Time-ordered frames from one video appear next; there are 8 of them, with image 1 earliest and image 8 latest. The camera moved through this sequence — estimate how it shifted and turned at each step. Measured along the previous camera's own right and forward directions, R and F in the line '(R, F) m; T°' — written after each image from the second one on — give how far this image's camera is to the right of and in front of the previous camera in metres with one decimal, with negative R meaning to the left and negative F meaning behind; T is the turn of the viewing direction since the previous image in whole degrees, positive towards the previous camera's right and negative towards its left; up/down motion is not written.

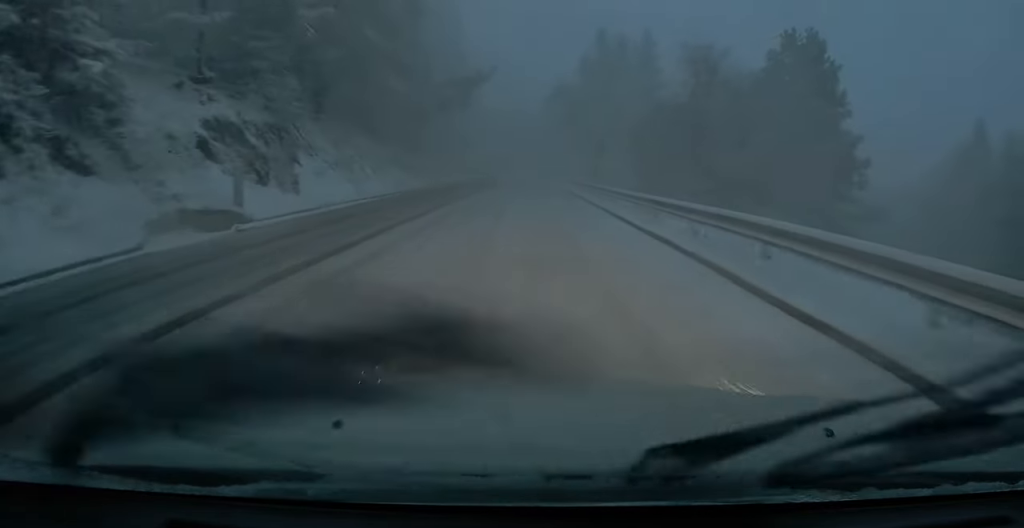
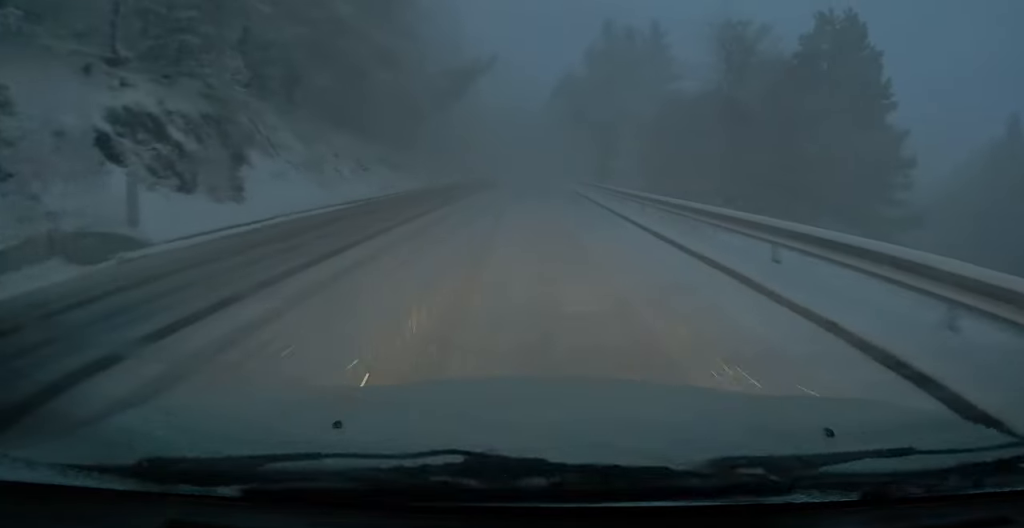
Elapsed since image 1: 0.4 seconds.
(0.0, +4.5) m; +1°
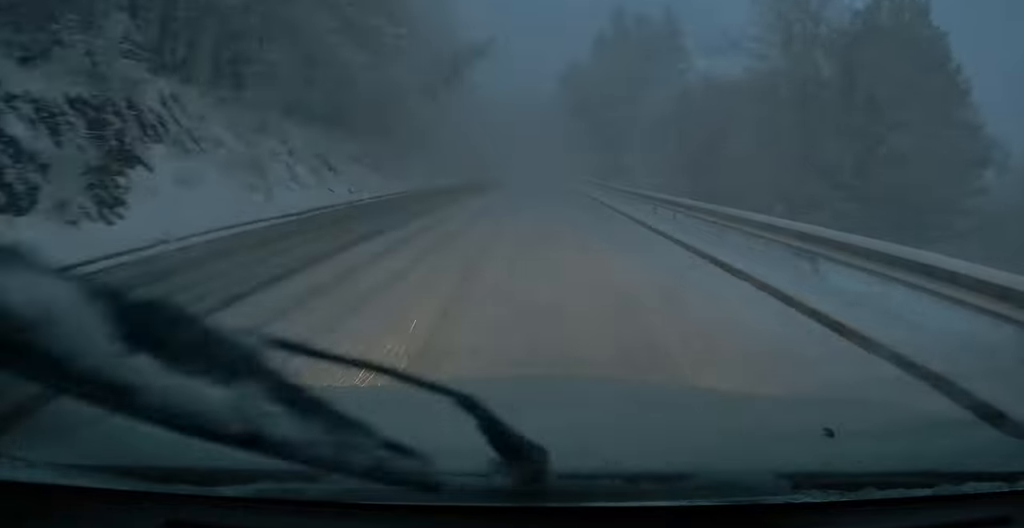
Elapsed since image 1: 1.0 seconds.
(-0.1, +5.5) m; +1°
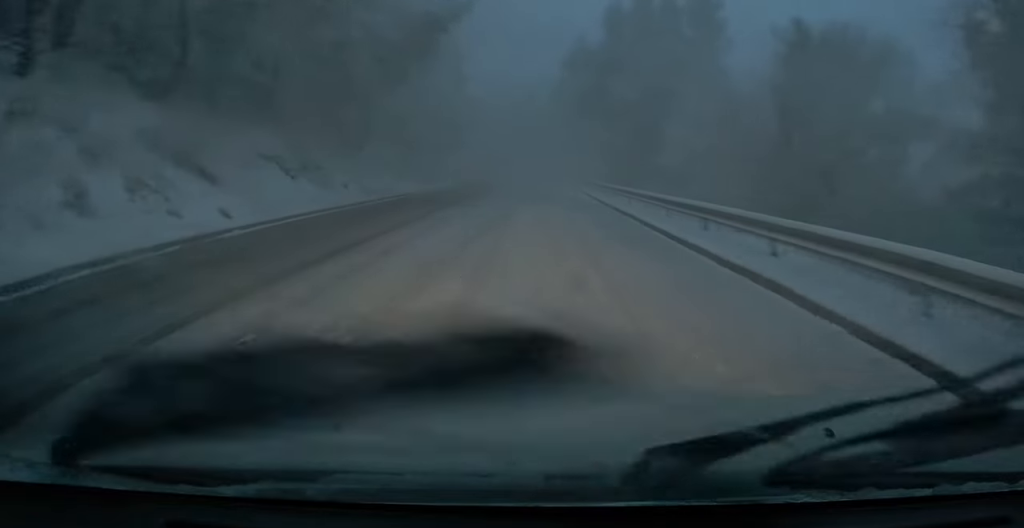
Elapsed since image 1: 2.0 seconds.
(+0.4, +10.6) m; 0°
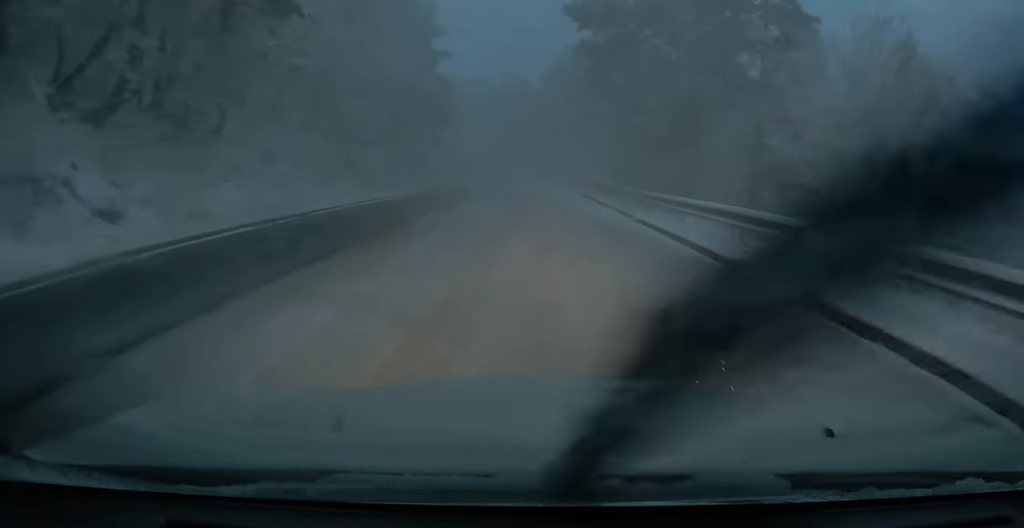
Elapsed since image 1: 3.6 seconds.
(-0.3, +14.6) m; 0°
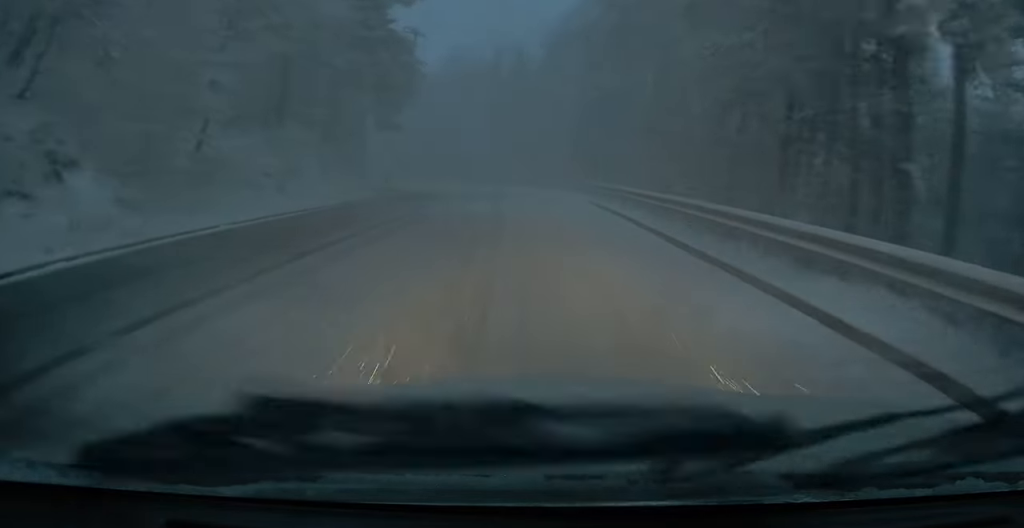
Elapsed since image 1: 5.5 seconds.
(+0.2, +18.3) m; +1°
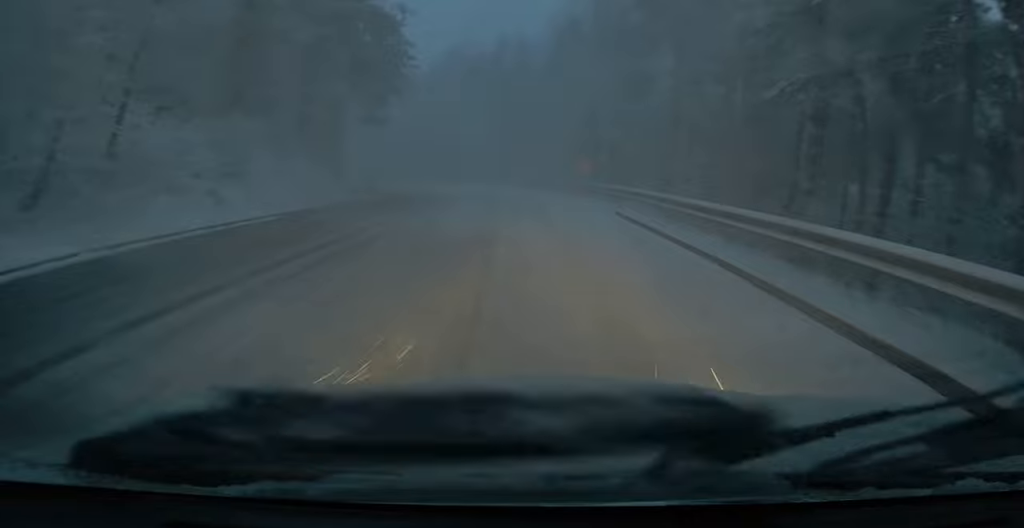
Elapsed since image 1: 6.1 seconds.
(0.0, +5.1) m; 0°
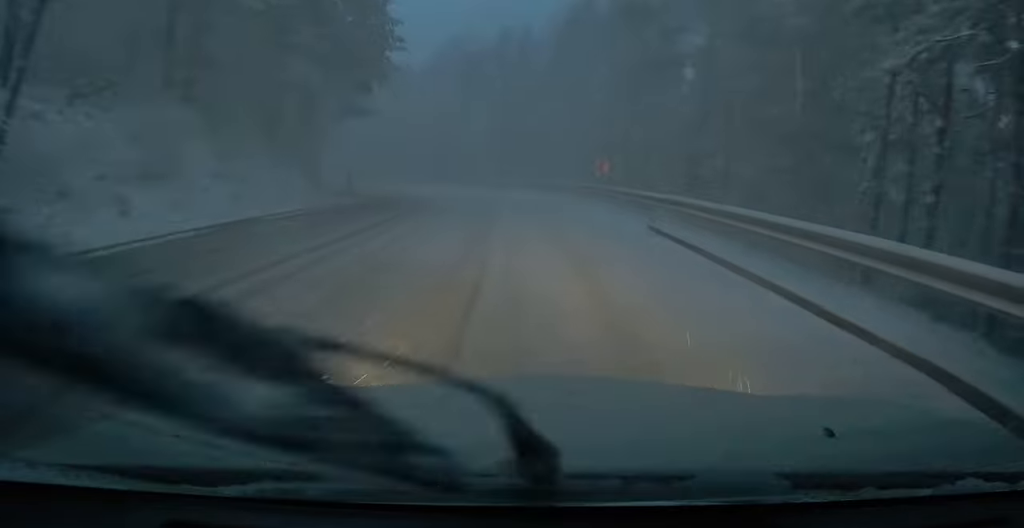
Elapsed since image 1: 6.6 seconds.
(0.0, +4.4) m; -1°
